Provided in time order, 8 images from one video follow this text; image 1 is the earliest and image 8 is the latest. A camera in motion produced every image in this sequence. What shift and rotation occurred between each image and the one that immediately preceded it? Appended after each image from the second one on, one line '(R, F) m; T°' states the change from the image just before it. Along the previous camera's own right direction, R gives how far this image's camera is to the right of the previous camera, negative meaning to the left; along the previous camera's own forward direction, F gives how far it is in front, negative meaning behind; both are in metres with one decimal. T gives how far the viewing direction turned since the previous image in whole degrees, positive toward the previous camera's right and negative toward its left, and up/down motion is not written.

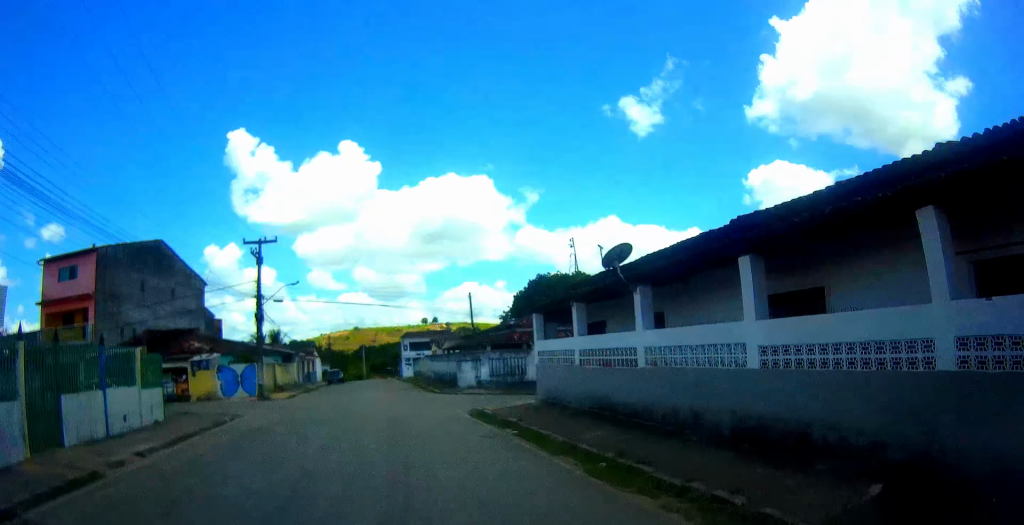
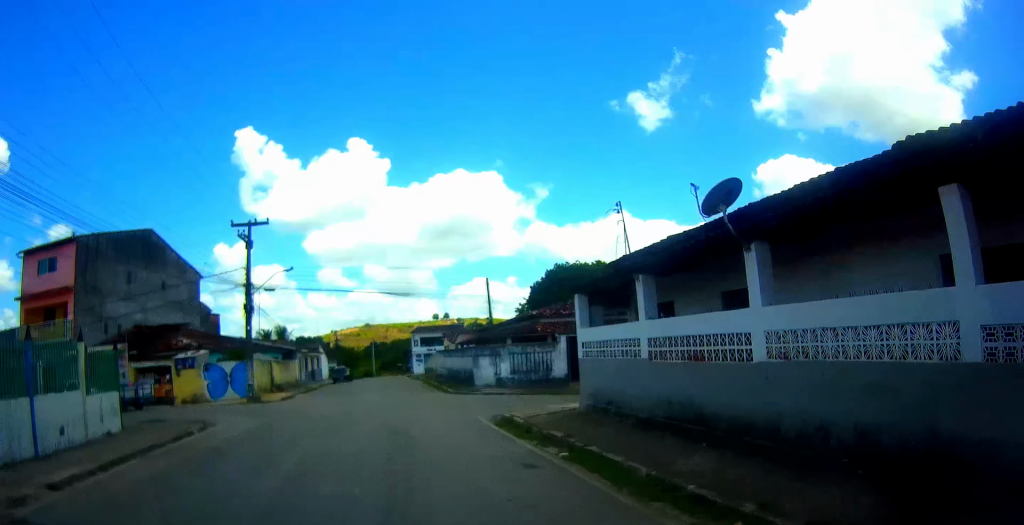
(0.0, +3.7) m; 0°
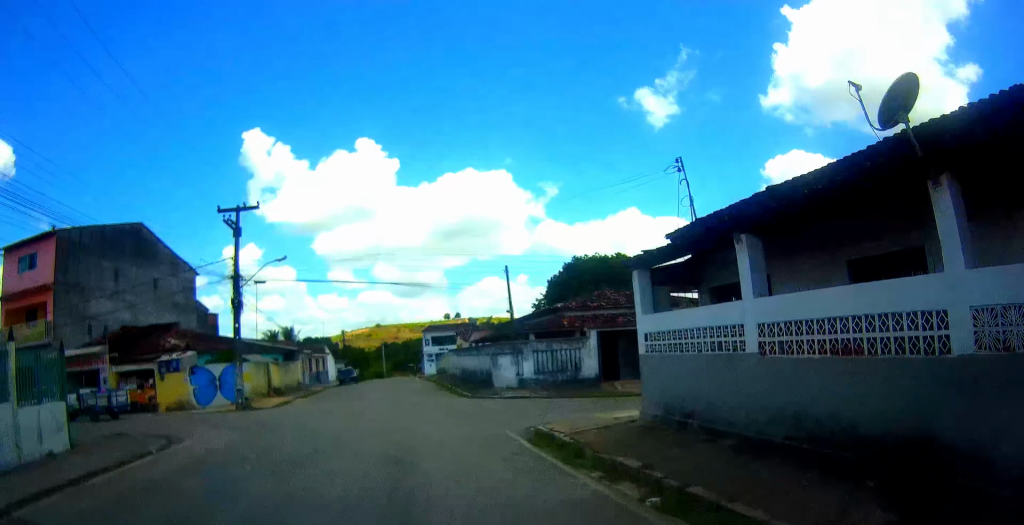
(0.0, +3.5) m; 0°
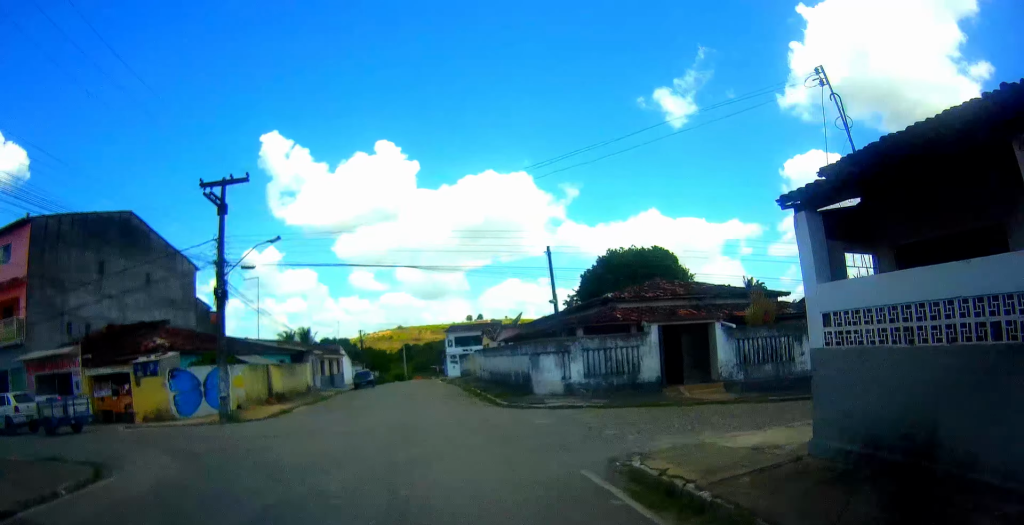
(0.0, +5.0) m; -1°
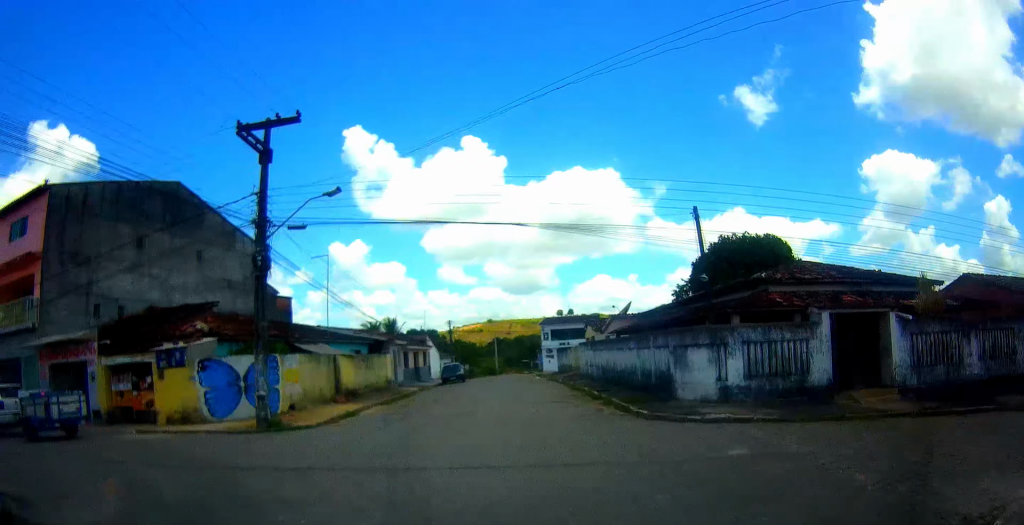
(-0.1, +6.3) m; -6°
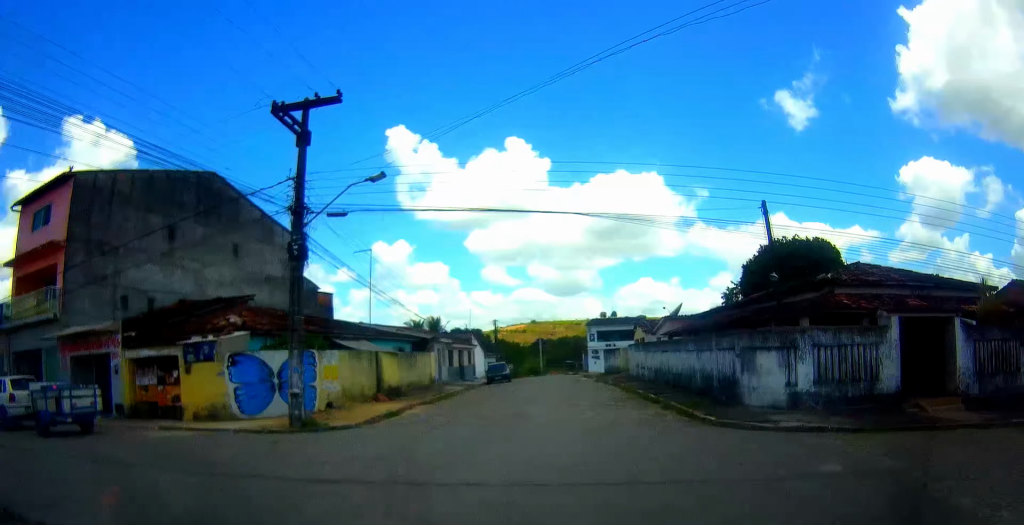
(-0.1, +1.7) m; -4°
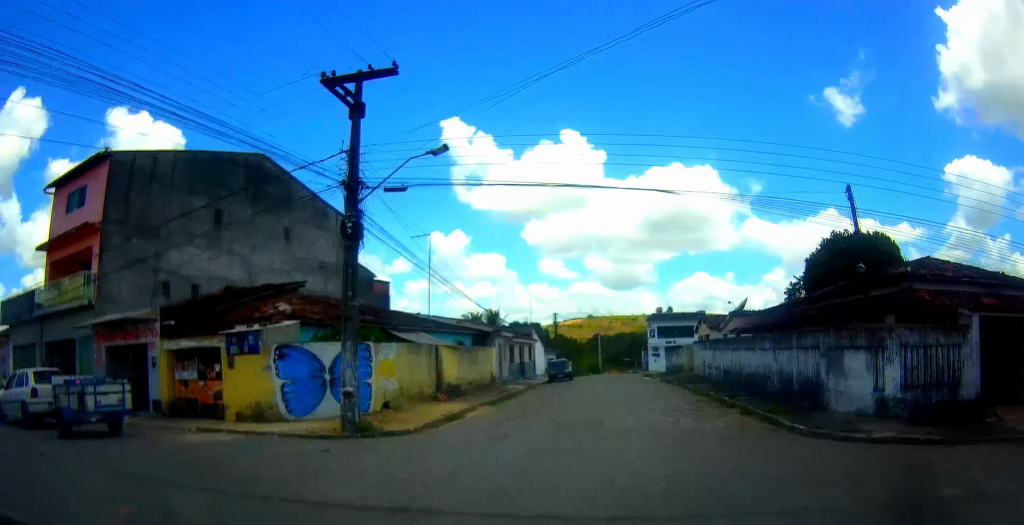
(0.0, +1.8) m; -5°
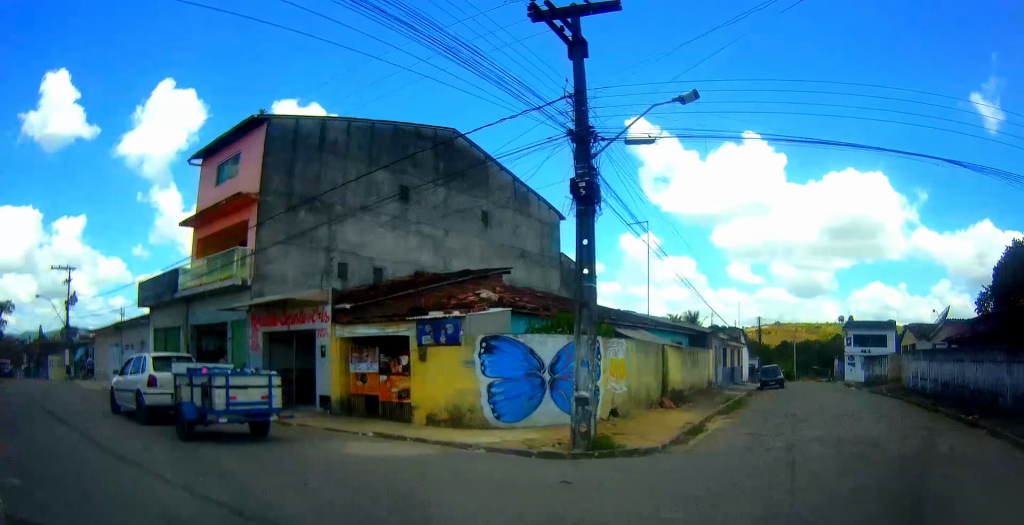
(-0.4, +3.6) m; -14°
